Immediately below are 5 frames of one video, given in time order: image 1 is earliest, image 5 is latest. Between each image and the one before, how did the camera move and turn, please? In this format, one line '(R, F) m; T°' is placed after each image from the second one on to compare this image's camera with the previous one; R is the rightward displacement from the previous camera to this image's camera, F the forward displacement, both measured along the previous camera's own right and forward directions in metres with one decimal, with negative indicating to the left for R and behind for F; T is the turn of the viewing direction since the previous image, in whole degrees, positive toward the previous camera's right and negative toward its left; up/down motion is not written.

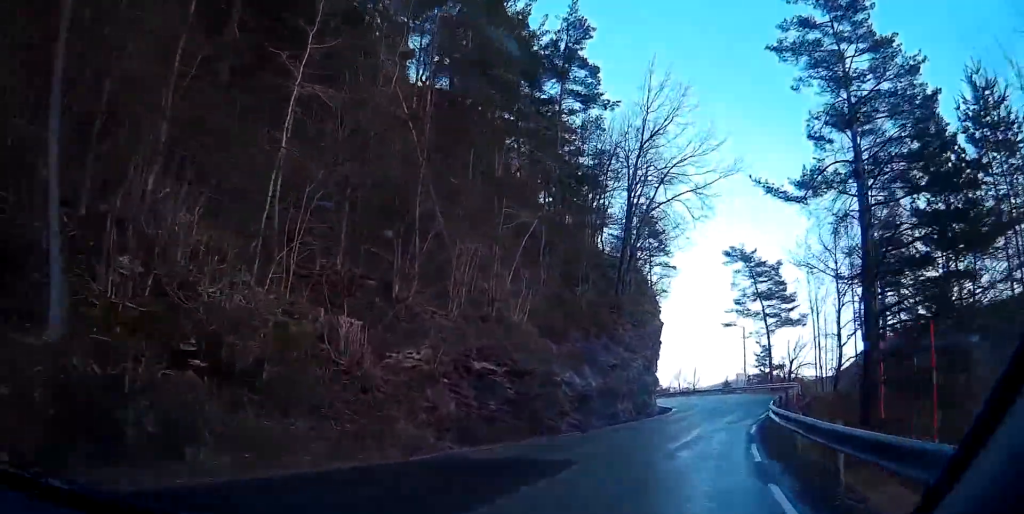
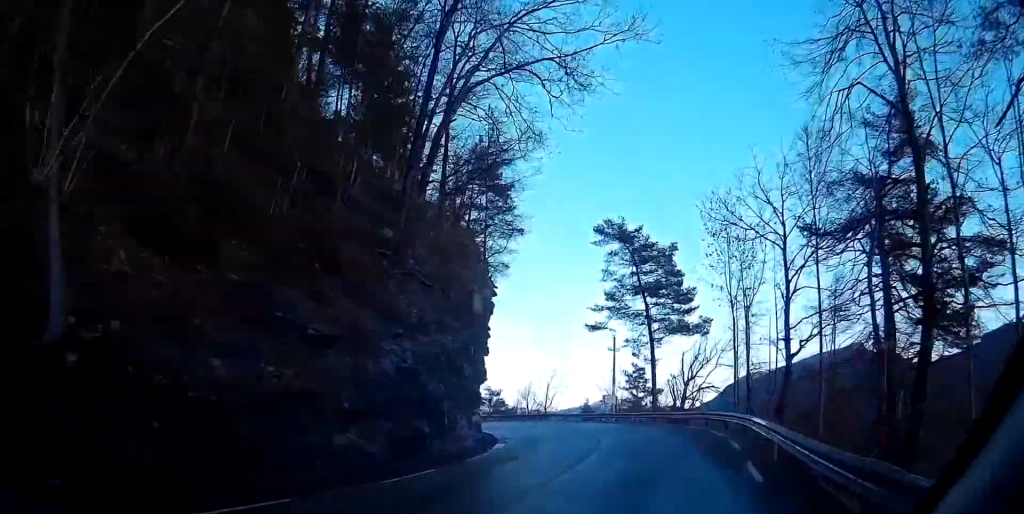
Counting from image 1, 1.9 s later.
(+0.2, +21.7) m; +1°
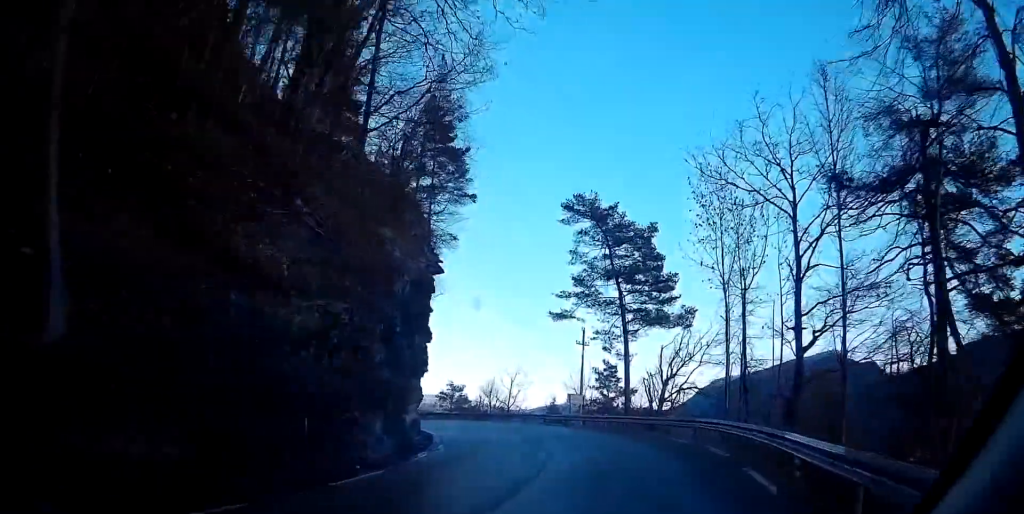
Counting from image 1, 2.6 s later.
(0.0, +6.9) m; 0°
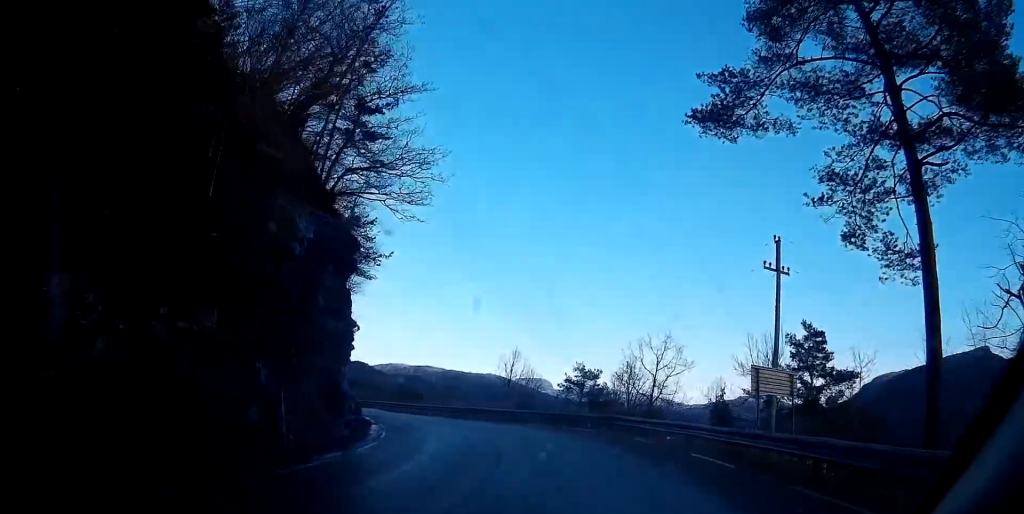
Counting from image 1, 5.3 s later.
(+2.1, +31.4) m; +2°
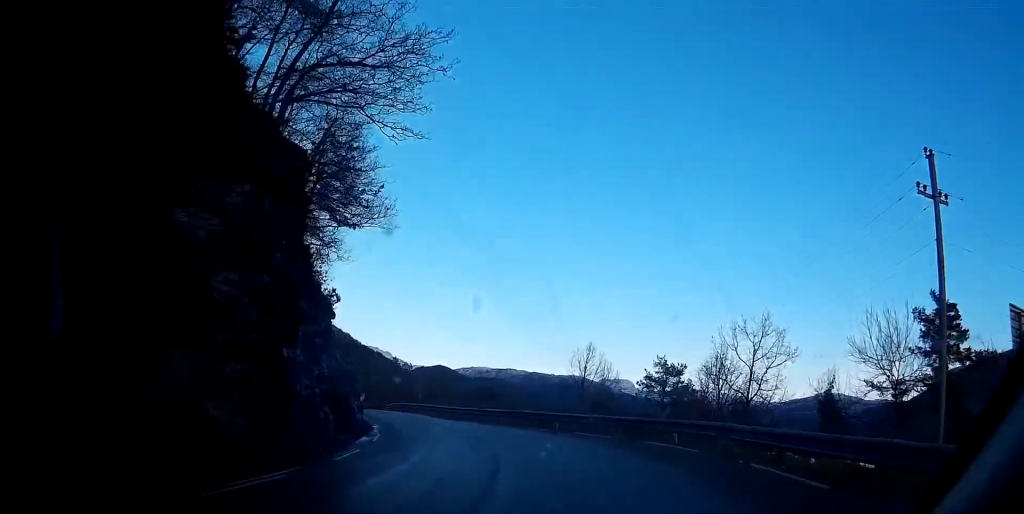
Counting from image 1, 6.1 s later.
(-0.3, +10.4) m; -12°
